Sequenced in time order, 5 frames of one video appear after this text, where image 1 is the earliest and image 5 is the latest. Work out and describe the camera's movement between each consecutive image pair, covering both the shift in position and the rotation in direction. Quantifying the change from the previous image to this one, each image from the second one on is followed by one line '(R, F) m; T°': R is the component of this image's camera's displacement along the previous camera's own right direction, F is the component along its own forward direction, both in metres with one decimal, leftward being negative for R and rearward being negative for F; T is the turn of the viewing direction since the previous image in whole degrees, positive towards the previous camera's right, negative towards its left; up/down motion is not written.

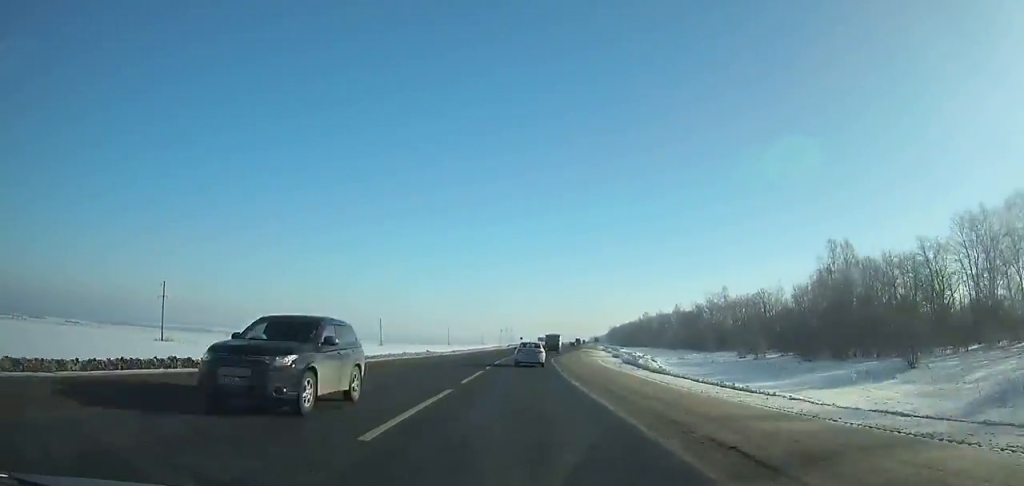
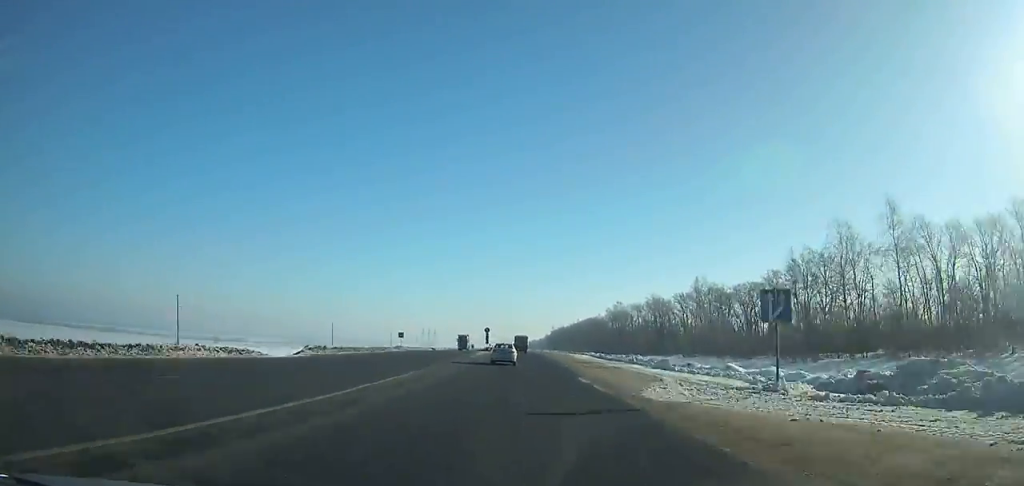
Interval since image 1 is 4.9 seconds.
(+5.9, +117.6) m; +4°
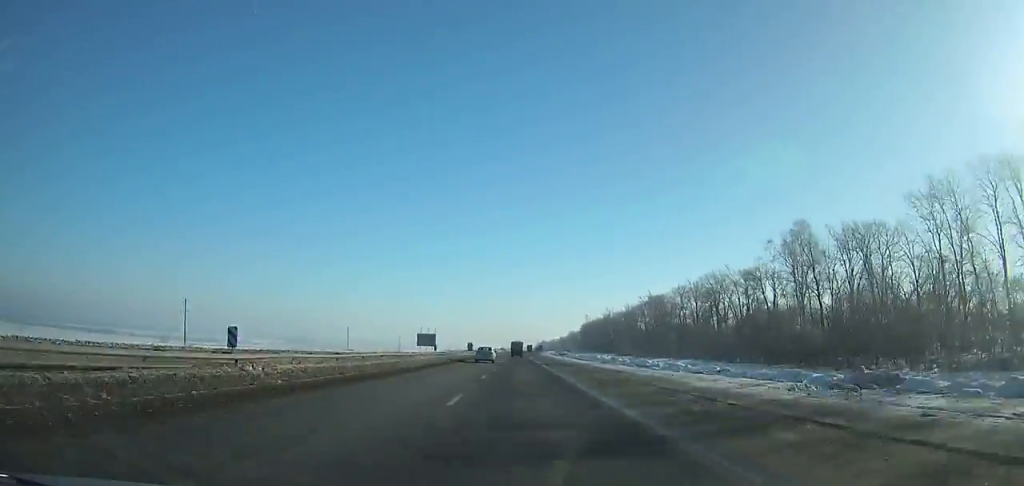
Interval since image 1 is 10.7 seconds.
(-1.3, +147.6) m; -2°
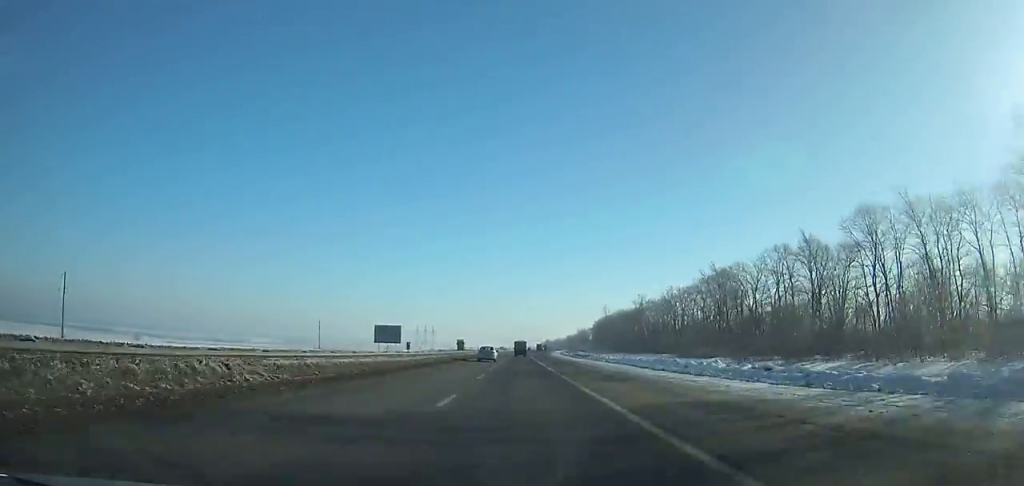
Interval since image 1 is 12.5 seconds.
(-0.4, +48.8) m; 0°
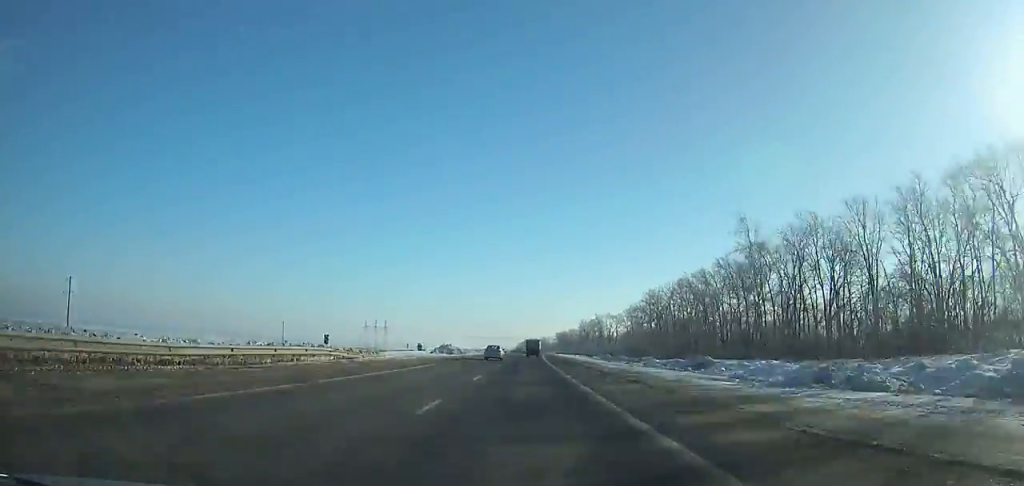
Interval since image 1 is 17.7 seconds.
(+2.4, +143.9) m; +2°
